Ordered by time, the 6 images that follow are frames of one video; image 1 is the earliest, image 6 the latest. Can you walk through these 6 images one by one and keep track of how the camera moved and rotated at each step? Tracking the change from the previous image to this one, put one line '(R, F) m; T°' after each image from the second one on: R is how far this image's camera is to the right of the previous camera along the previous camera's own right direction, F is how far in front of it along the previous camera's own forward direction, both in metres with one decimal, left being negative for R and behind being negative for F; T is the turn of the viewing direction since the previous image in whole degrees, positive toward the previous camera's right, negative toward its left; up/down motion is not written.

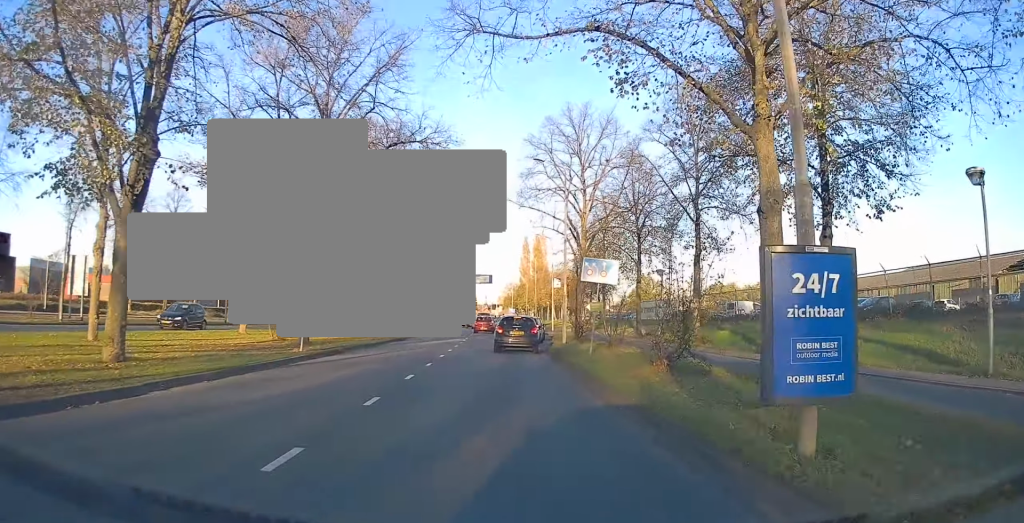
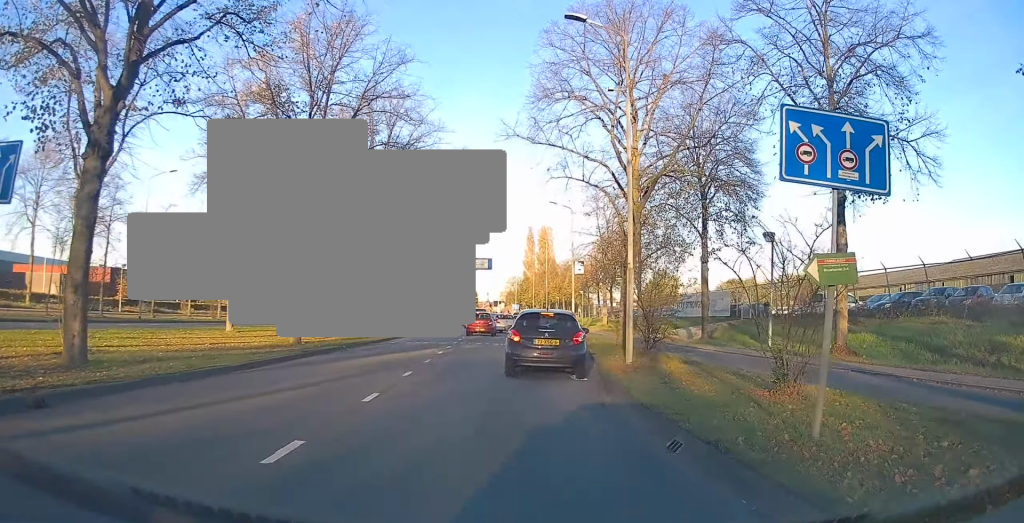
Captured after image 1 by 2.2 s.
(-0.3, +18.2) m; -1°
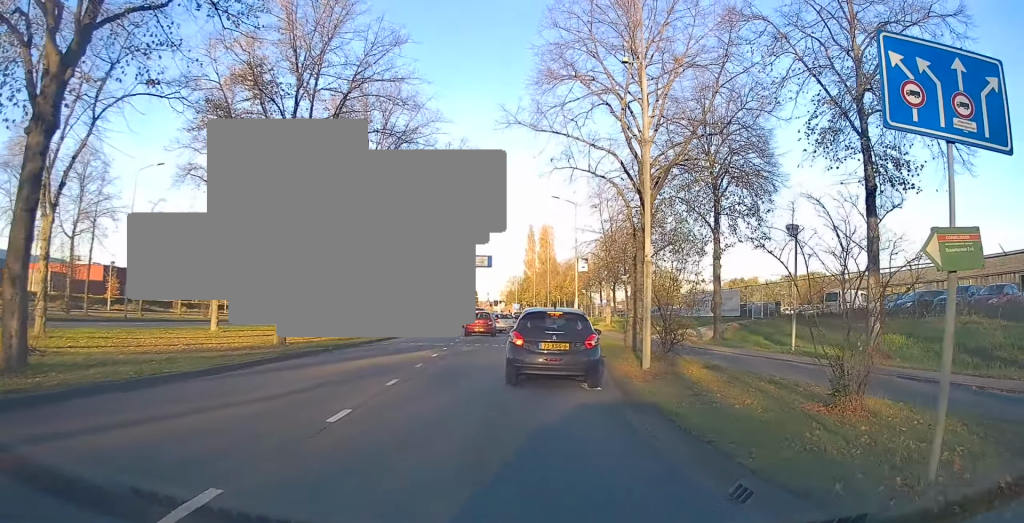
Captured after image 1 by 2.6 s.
(+0.1, +2.8) m; 0°
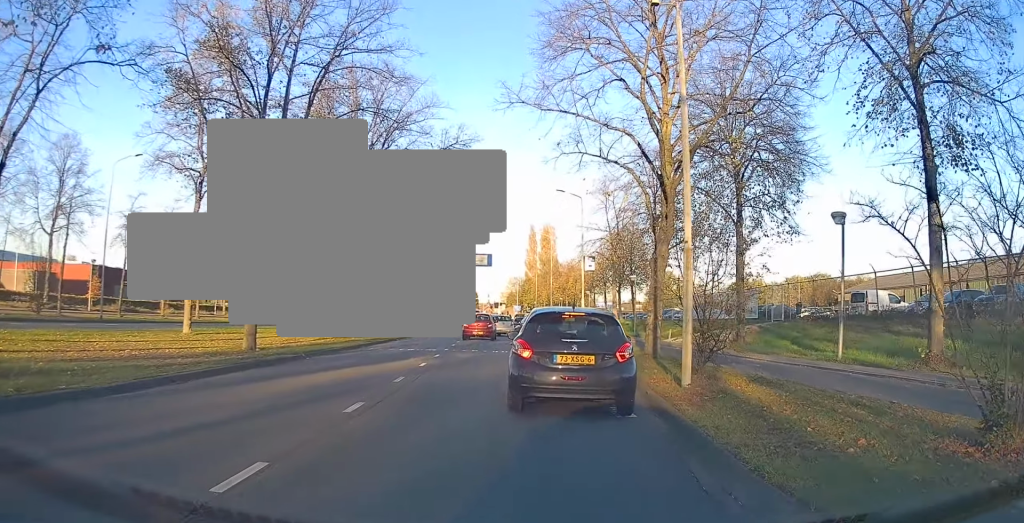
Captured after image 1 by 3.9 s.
(-0.2, +4.5) m; -4°
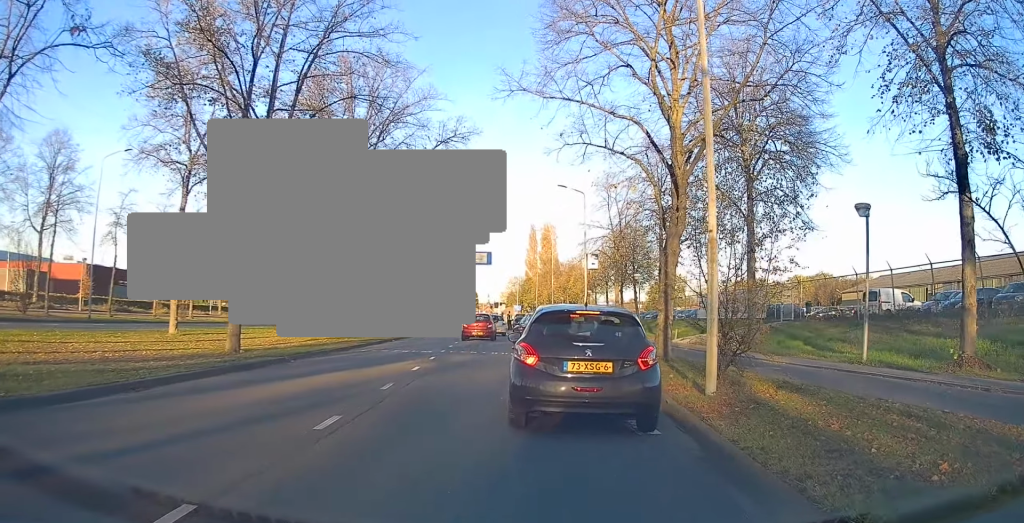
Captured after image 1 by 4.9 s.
(-0.2, +1.8) m; 0°
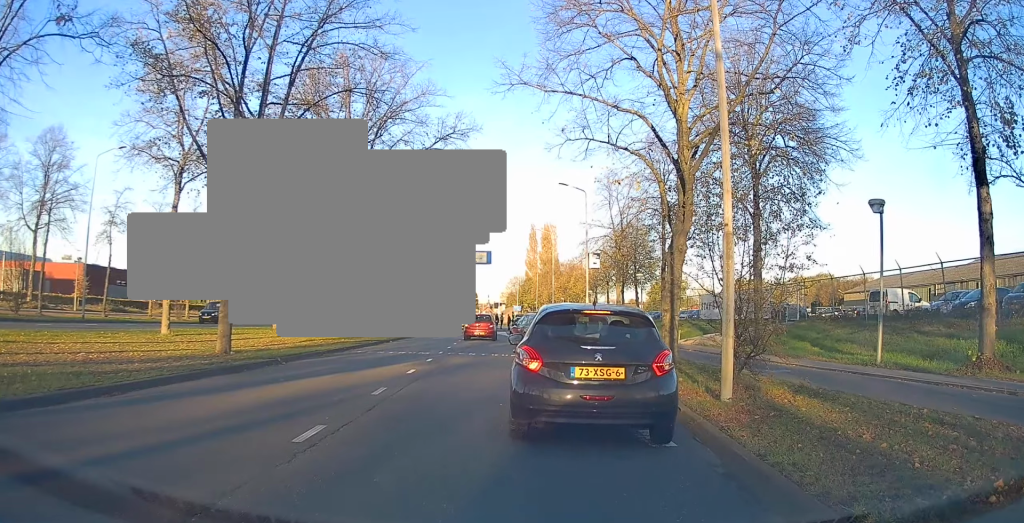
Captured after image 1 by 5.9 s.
(-0.2, +0.4) m; 0°
